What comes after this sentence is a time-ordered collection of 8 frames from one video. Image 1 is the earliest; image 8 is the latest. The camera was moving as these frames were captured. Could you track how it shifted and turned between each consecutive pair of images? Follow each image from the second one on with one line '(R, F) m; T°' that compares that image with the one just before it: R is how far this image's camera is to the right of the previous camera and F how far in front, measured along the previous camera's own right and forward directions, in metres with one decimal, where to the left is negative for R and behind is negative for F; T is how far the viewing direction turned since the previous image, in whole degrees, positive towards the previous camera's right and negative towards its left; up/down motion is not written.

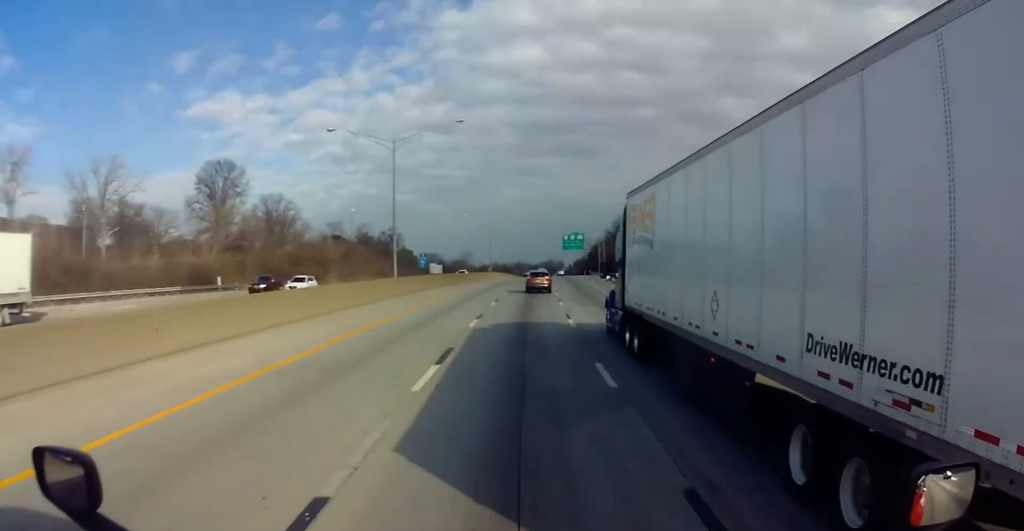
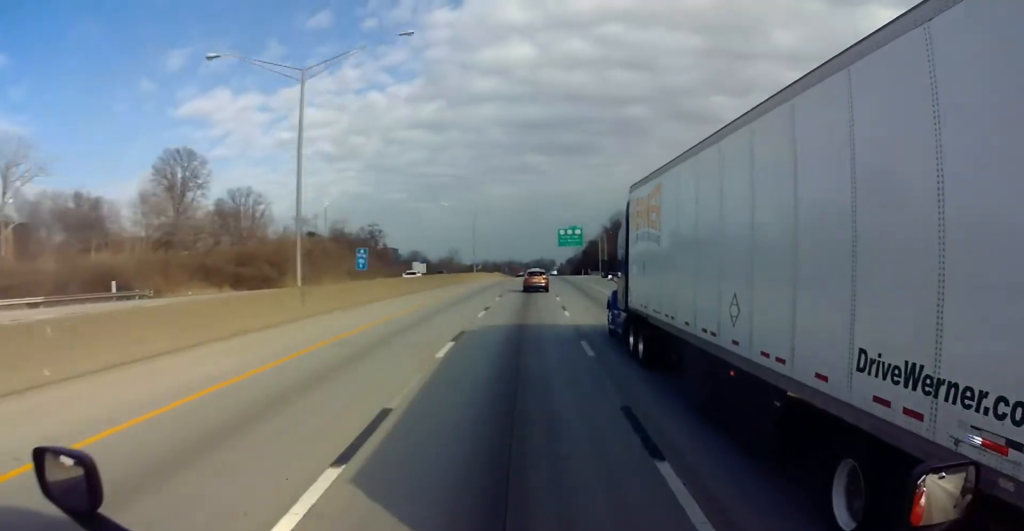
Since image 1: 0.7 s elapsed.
(+0.4, +20.0) m; +2°
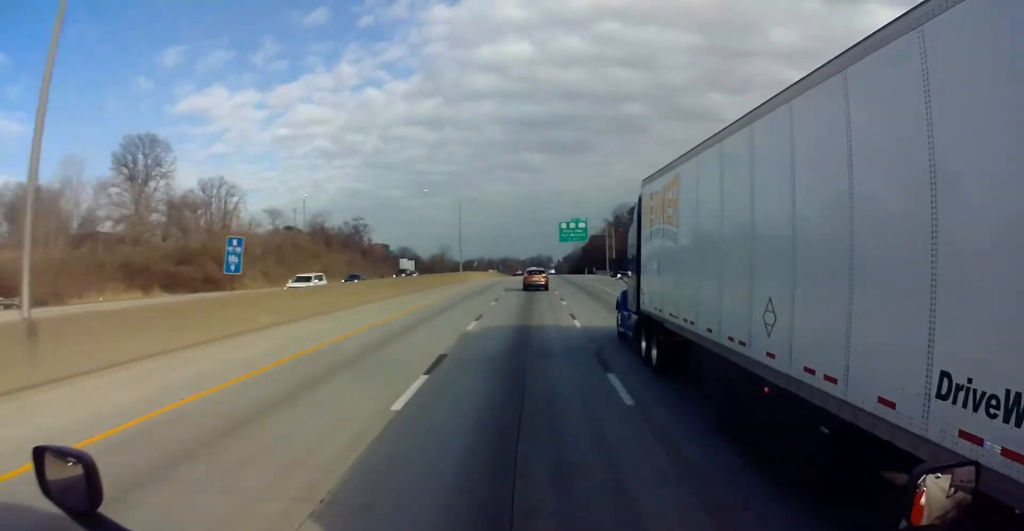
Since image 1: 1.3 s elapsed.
(+0.2, +18.1) m; +1°
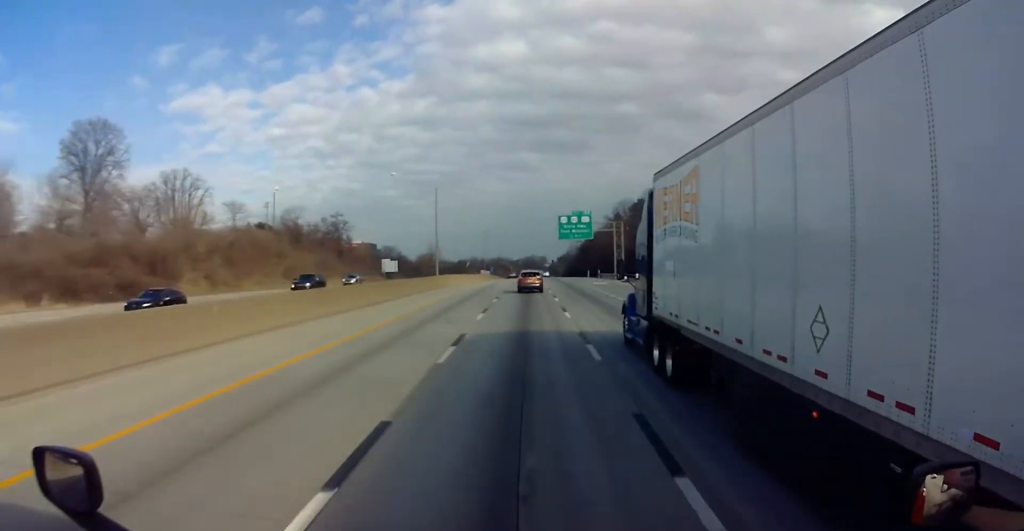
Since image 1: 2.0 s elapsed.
(0.0, +18.8) m; 0°
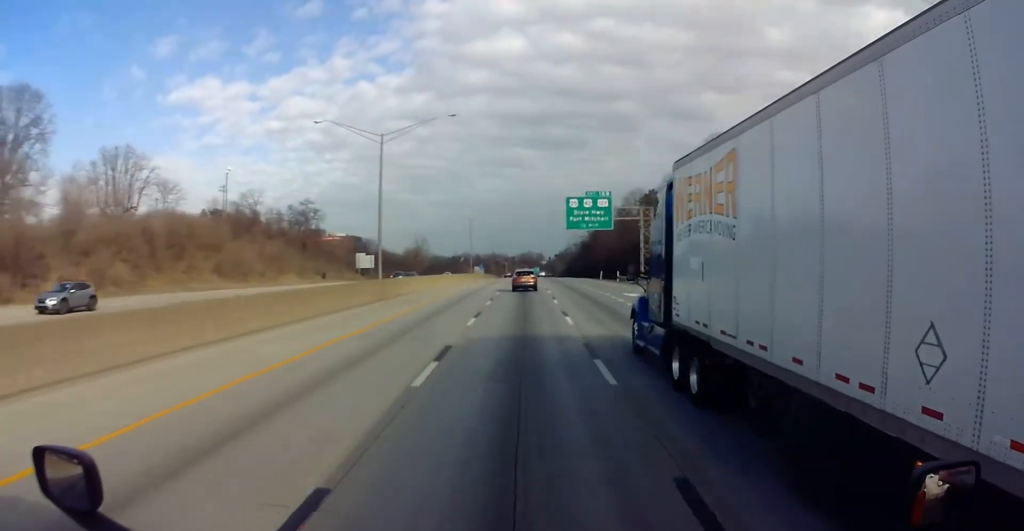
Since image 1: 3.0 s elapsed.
(0.0, +27.0) m; 0°
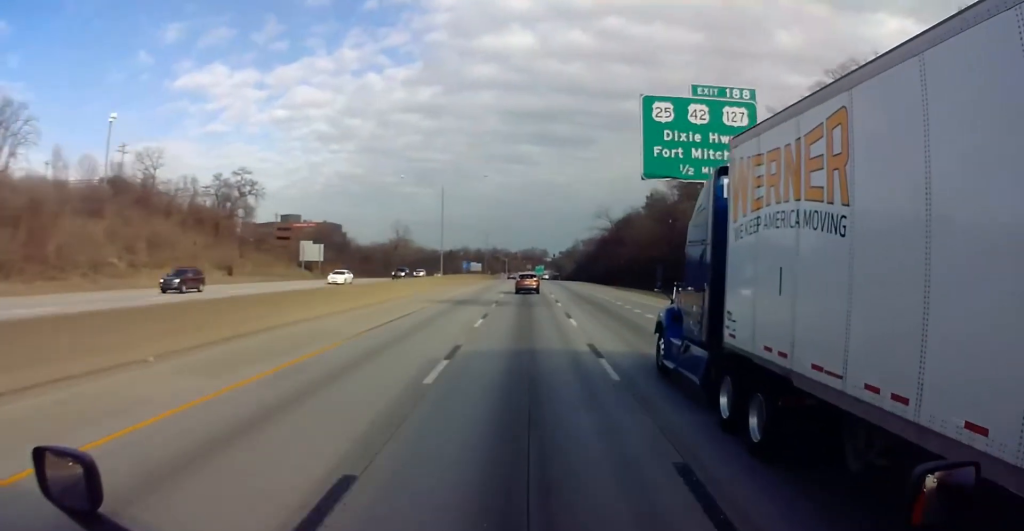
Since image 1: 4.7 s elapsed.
(-0.1, +47.2) m; 0°
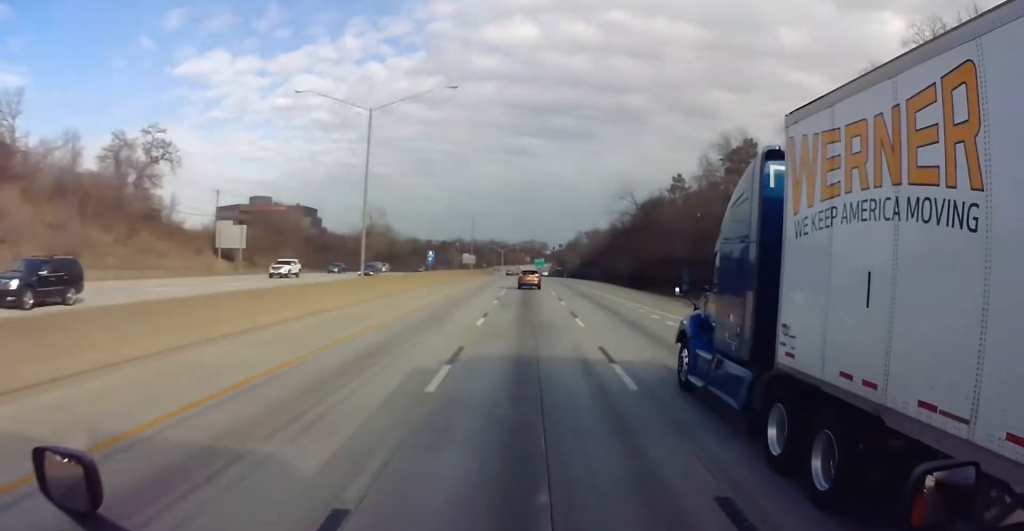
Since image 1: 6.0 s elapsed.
(+0.1, +37.1) m; 0°
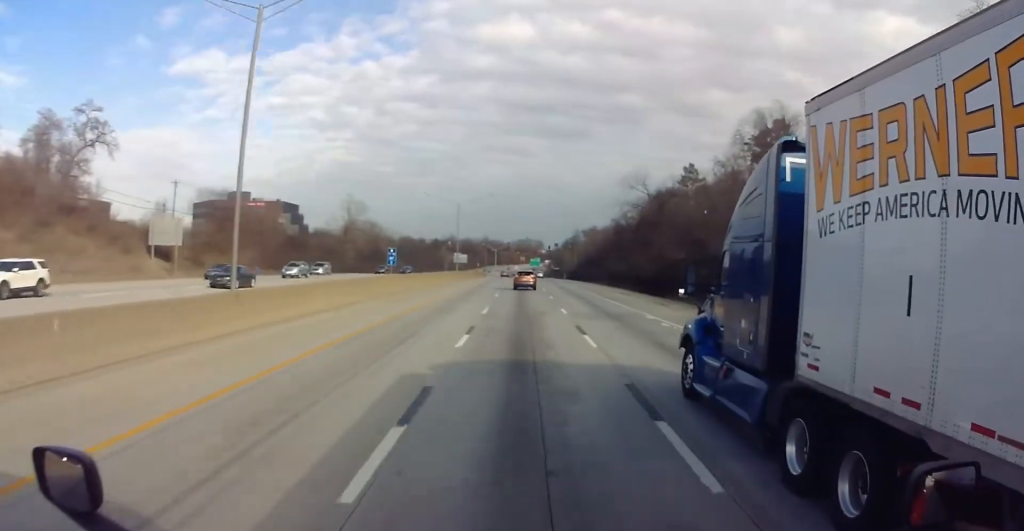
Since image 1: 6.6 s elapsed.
(+0.1, +17.7) m; 0°
